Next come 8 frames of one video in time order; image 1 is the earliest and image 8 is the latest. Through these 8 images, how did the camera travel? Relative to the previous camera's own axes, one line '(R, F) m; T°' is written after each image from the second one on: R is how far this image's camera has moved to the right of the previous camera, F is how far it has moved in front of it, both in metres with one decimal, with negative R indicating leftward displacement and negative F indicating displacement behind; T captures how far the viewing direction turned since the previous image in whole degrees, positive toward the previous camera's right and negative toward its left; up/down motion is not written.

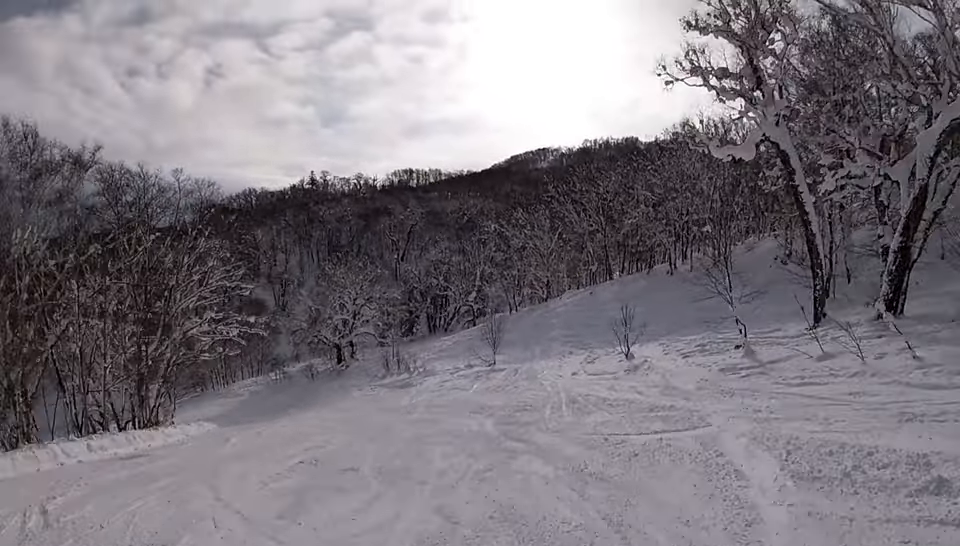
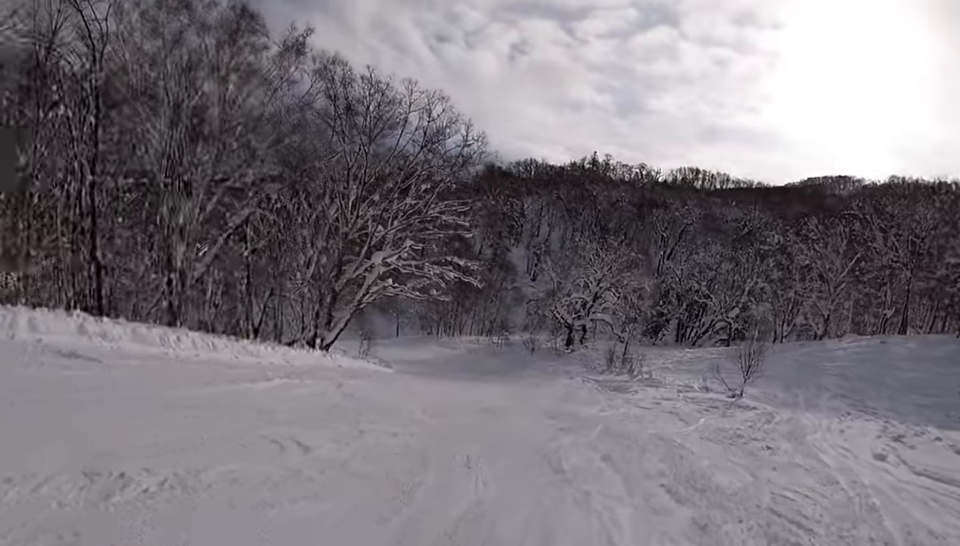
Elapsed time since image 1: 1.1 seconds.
(-1.4, +8.8) m; -14°
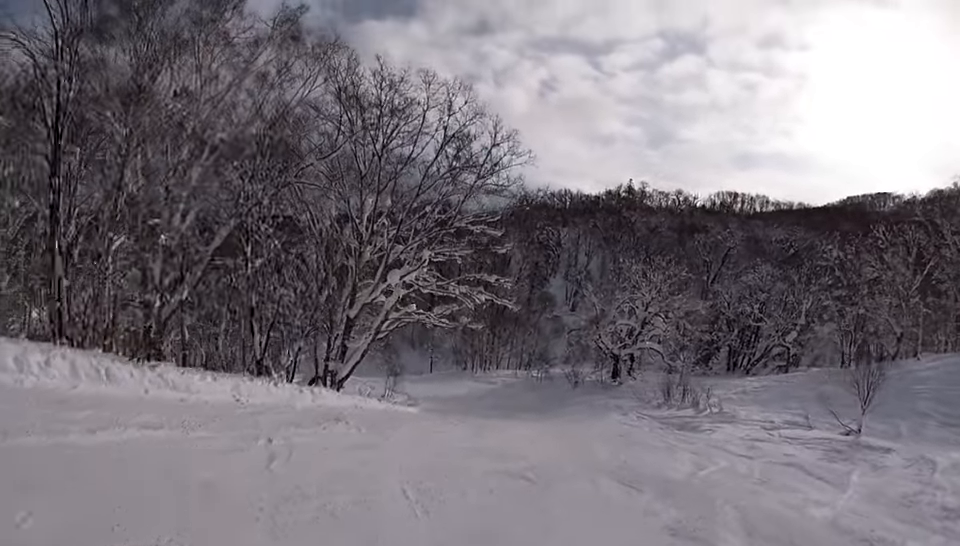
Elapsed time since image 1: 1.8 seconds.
(-0.4, +6.0) m; -6°
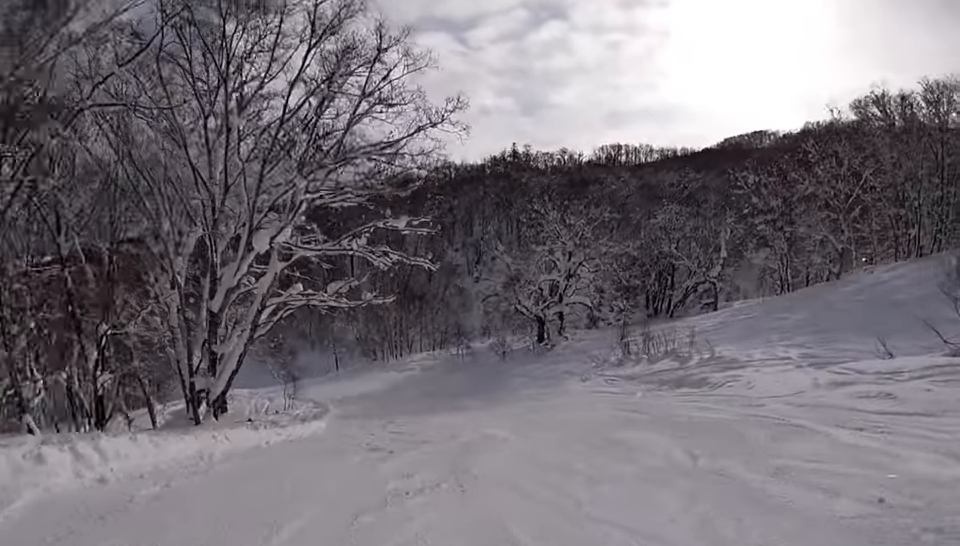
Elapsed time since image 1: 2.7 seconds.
(-0.6, +8.0) m; +2°
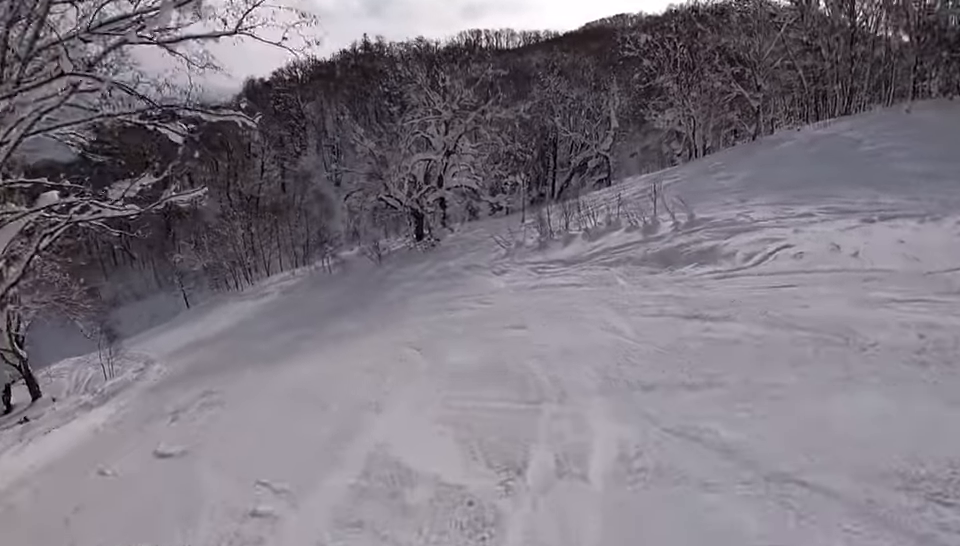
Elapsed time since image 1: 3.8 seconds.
(+0.9, +9.2) m; +2°
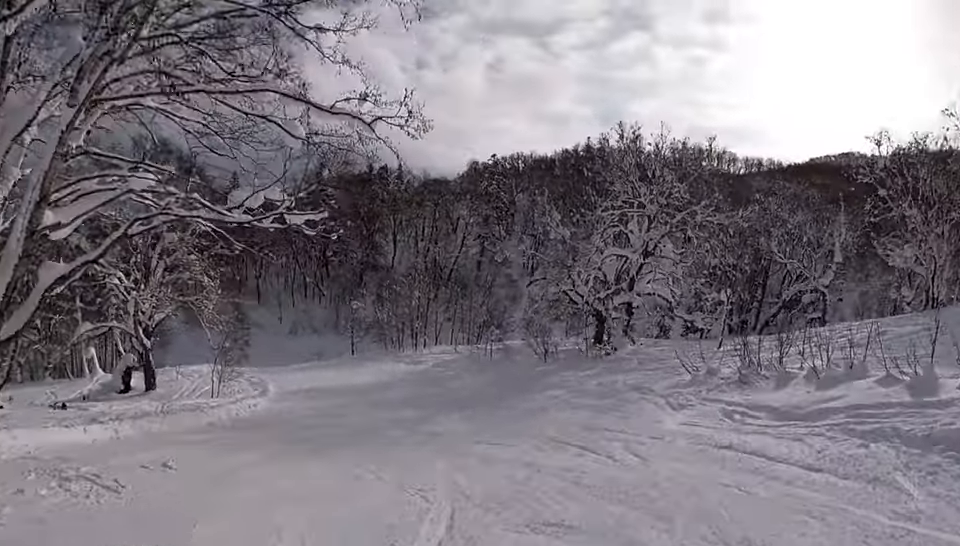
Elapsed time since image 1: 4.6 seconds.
(-0.4, +6.9) m; -9°
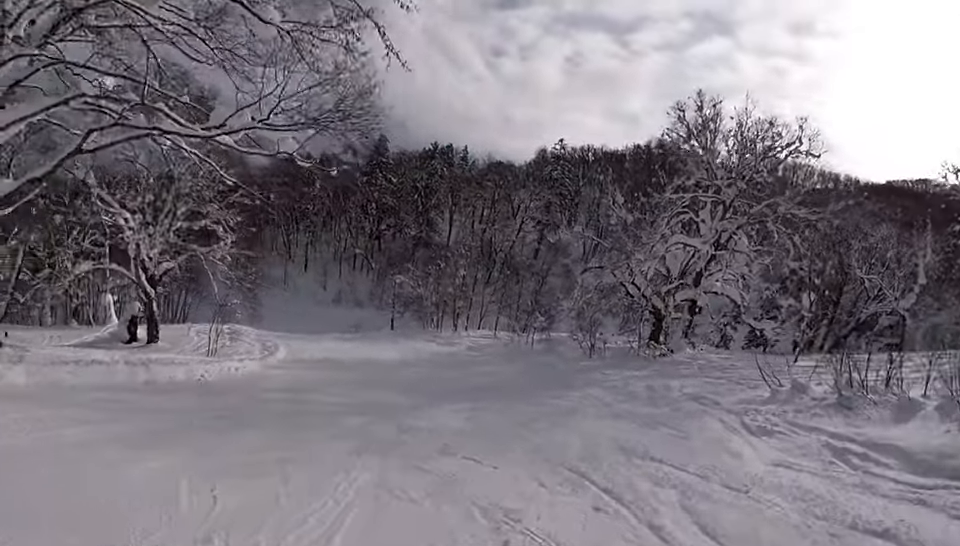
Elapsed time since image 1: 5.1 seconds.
(-0.2, +4.8) m; -9°
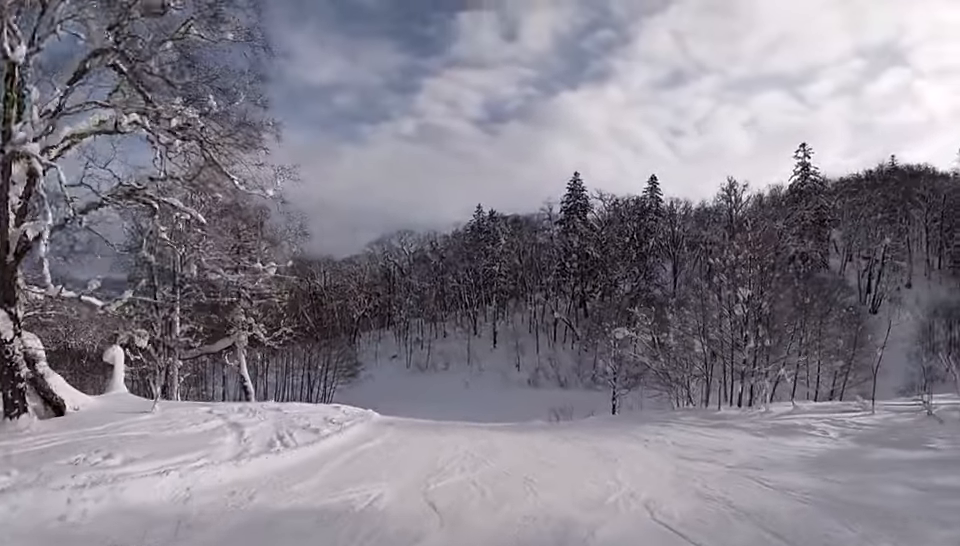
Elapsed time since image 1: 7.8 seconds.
(-6.8, +25.7) m; -22°
